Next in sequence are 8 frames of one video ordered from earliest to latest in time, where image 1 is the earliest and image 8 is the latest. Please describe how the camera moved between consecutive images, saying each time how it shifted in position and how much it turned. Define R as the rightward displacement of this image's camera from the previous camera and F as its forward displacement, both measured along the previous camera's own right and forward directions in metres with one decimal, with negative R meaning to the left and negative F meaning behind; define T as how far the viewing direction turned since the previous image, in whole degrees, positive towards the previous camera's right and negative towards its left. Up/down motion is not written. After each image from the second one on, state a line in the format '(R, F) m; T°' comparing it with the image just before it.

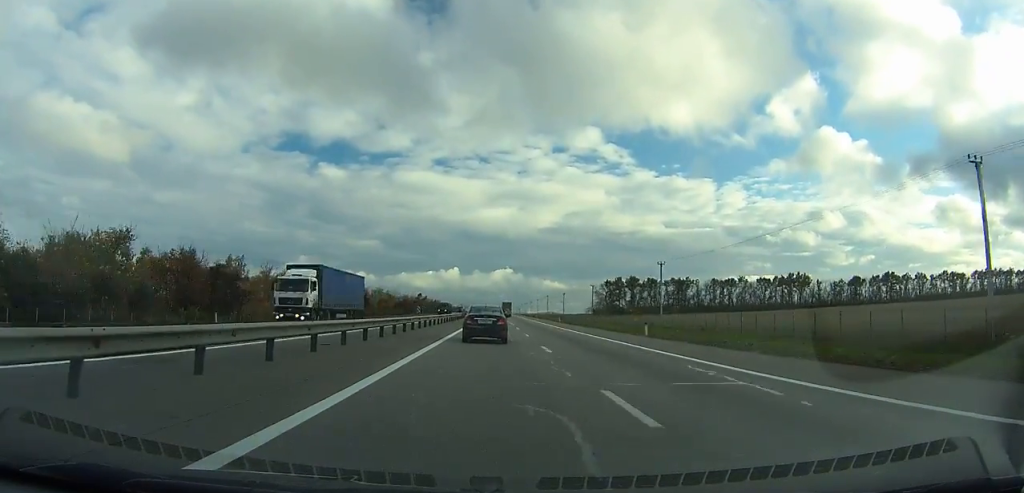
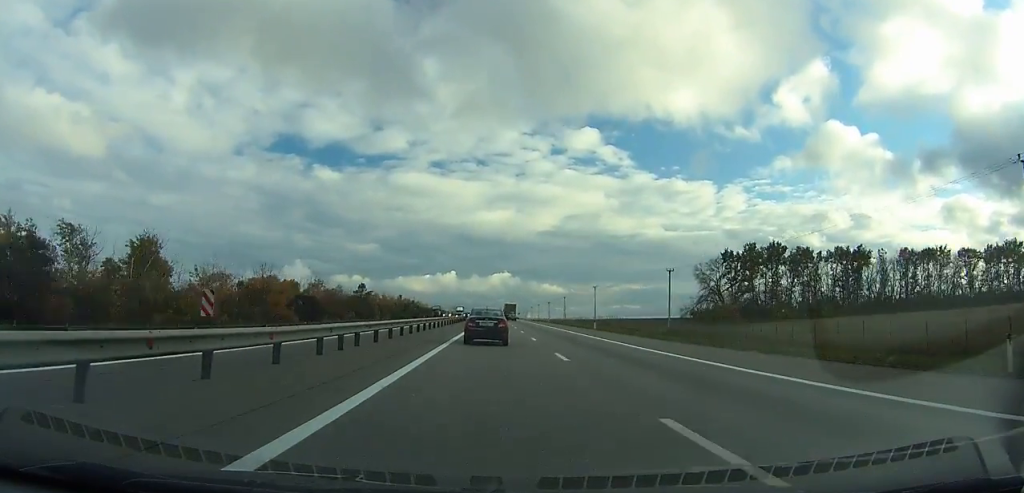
(-0.1, +123.9) m; 0°
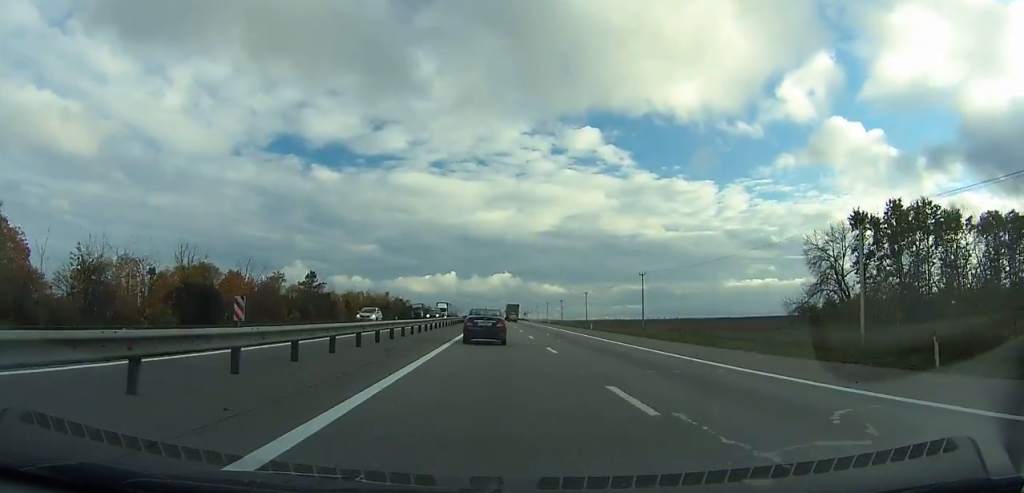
(0.0, +45.2) m; 0°
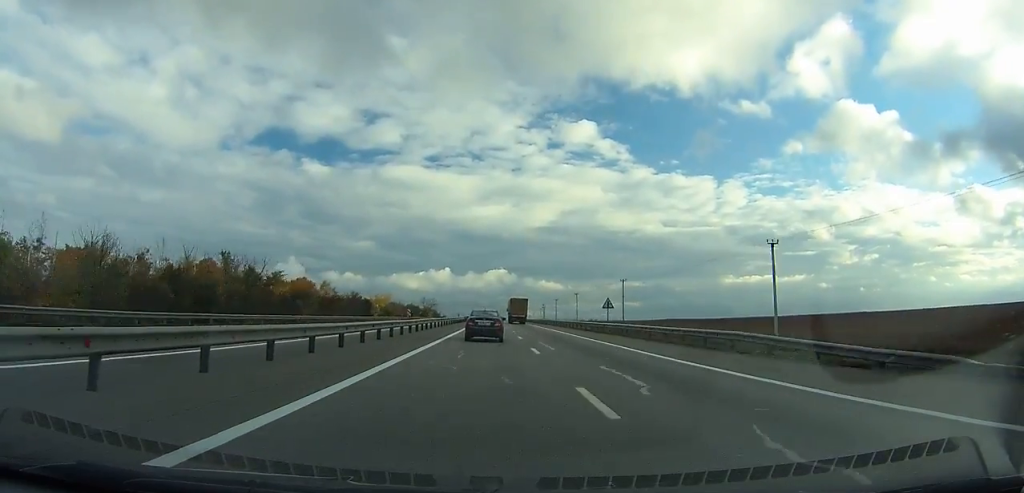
(+0.1, +168.8) m; 0°
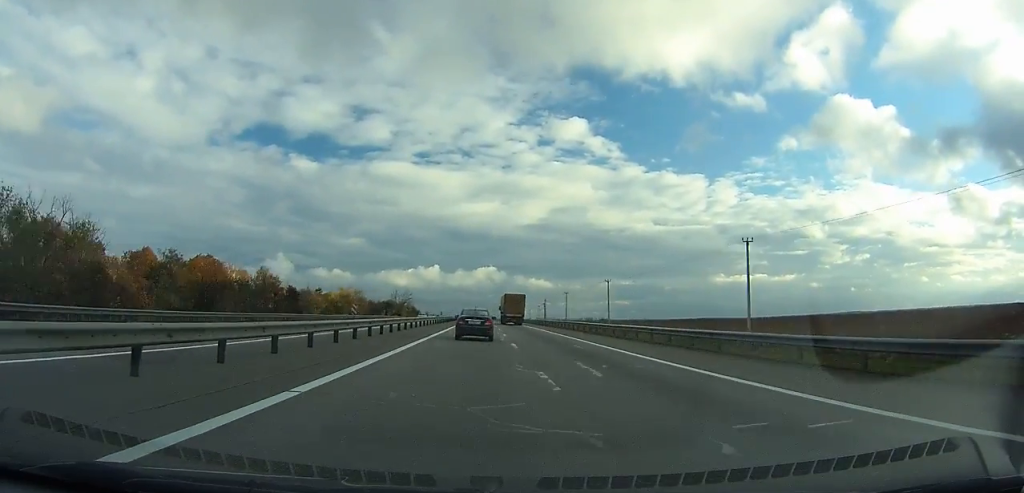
(-0.1, +57.3) m; 0°
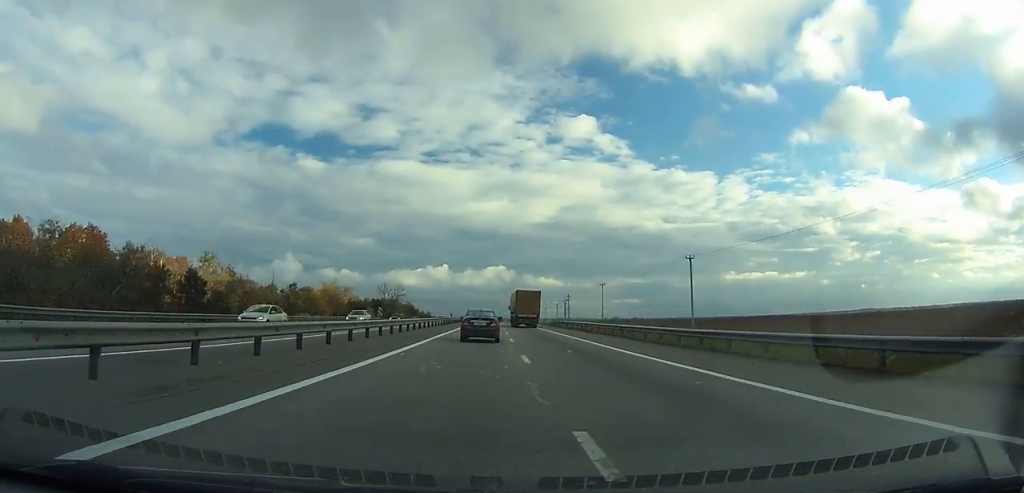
(+0.2, +42.2) m; 0°
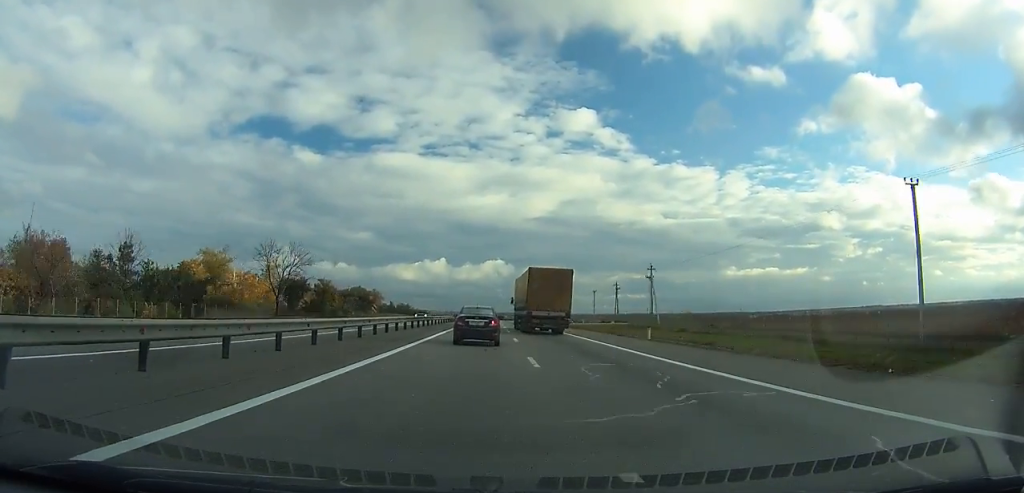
(0.0, +96.0) m; 0°
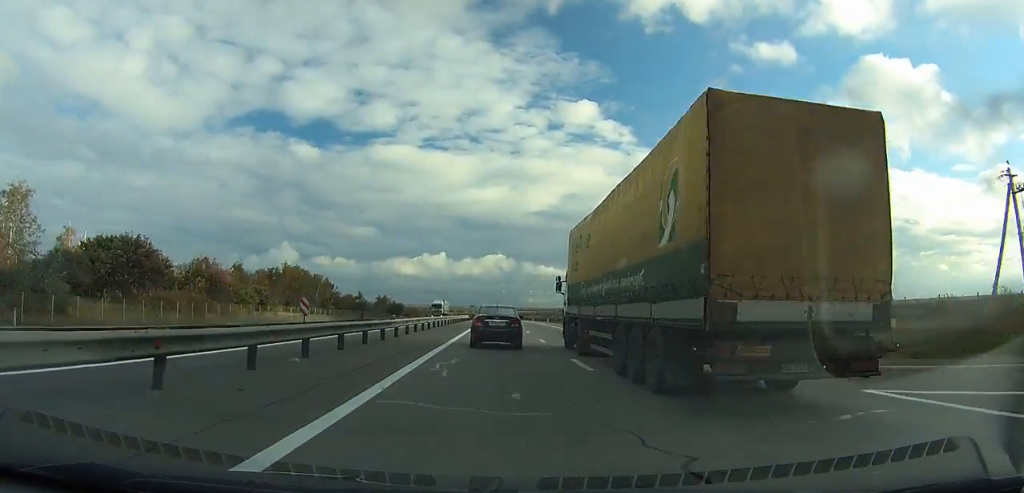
(-0.4, +109.6) m; 0°
